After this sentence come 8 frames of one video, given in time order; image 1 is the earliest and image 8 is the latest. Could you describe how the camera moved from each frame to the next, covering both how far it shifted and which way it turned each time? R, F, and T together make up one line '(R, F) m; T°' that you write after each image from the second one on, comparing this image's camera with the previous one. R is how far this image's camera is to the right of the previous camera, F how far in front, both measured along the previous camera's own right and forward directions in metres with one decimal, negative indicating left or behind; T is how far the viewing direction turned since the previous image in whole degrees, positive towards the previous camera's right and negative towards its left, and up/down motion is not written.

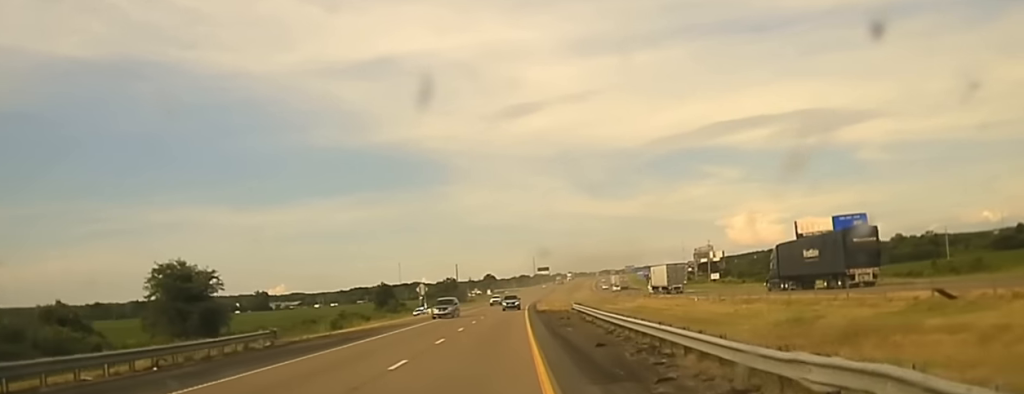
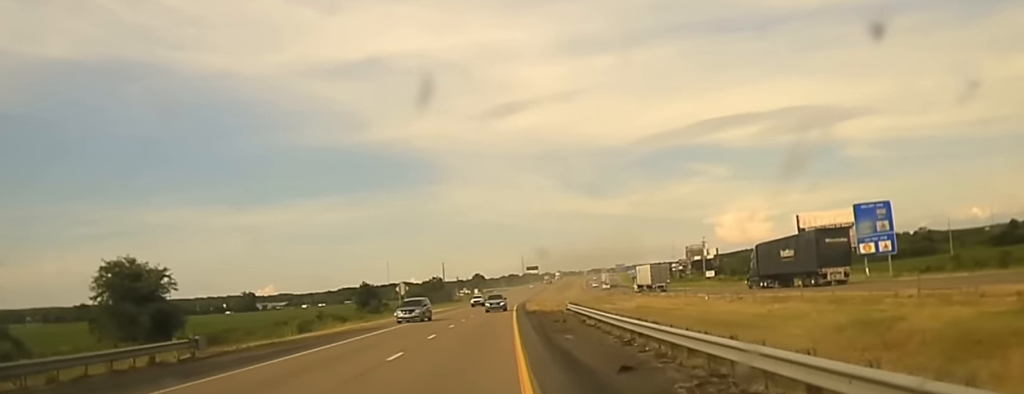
(0.0, +8.8) m; 0°
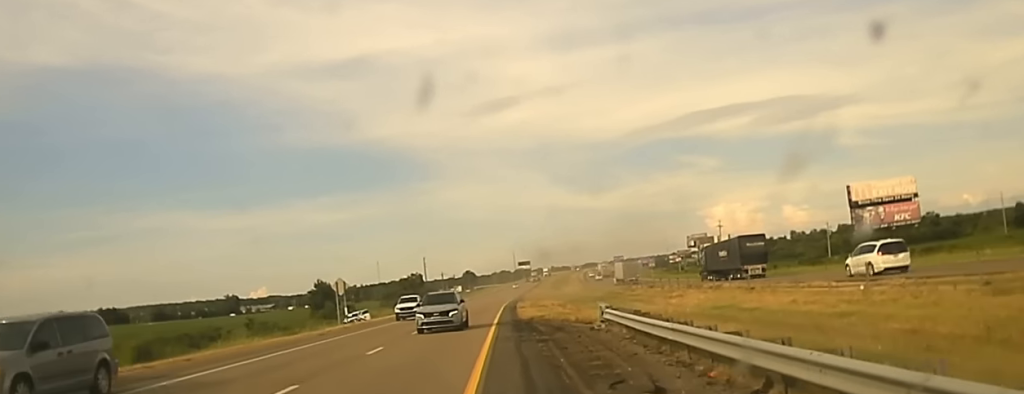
(+0.3, +33.4) m; +2°
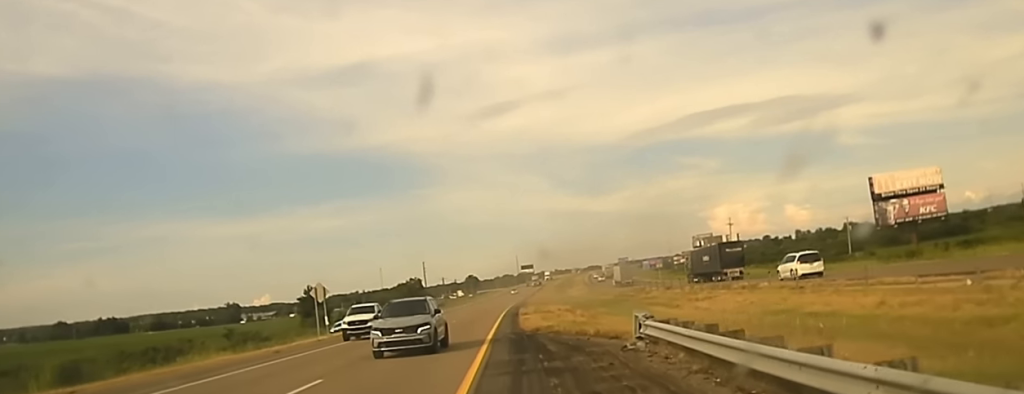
(+0.1, +9.7) m; 0°
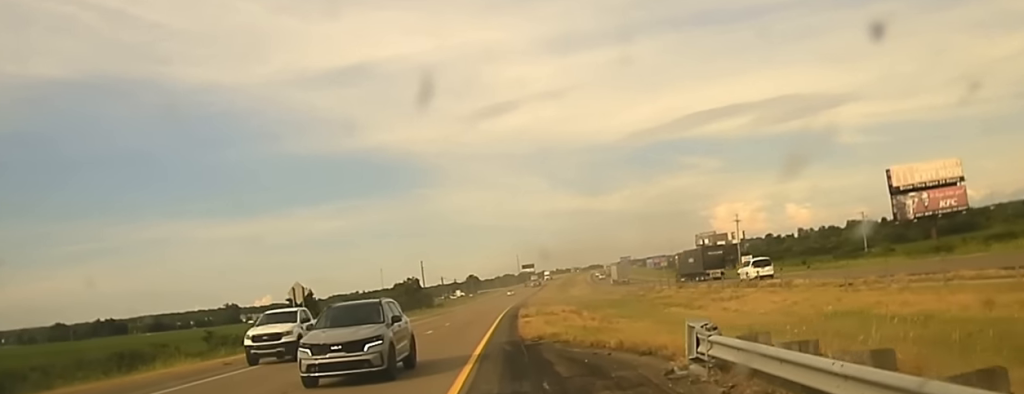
(+0.3, +7.3) m; -2°
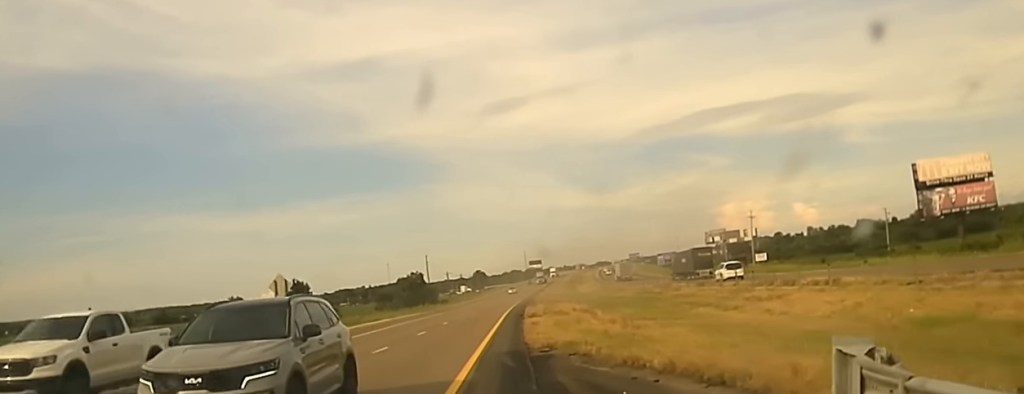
(-0.4, +6.7) m; -4°
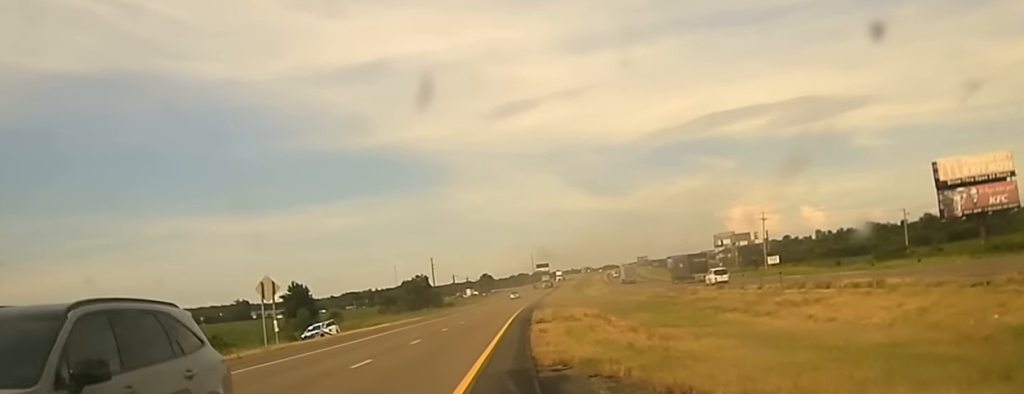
(-0.1, +5.3) m; -4°
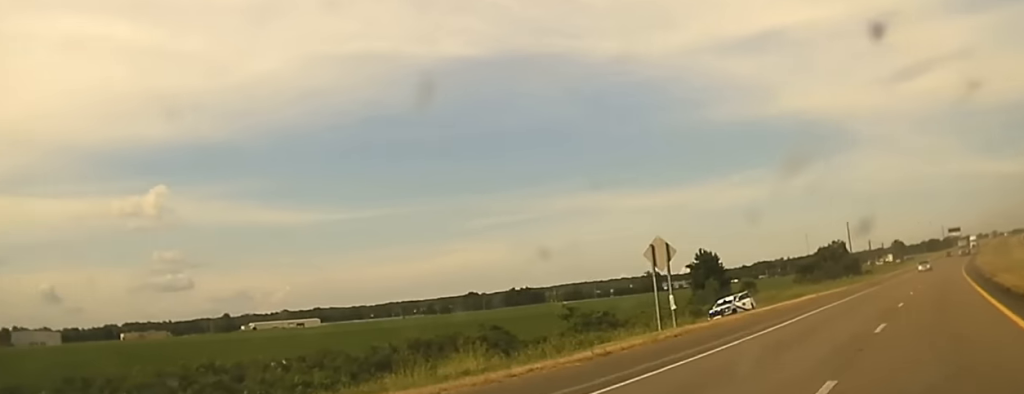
(-2.2, +14.5) m; -17°
